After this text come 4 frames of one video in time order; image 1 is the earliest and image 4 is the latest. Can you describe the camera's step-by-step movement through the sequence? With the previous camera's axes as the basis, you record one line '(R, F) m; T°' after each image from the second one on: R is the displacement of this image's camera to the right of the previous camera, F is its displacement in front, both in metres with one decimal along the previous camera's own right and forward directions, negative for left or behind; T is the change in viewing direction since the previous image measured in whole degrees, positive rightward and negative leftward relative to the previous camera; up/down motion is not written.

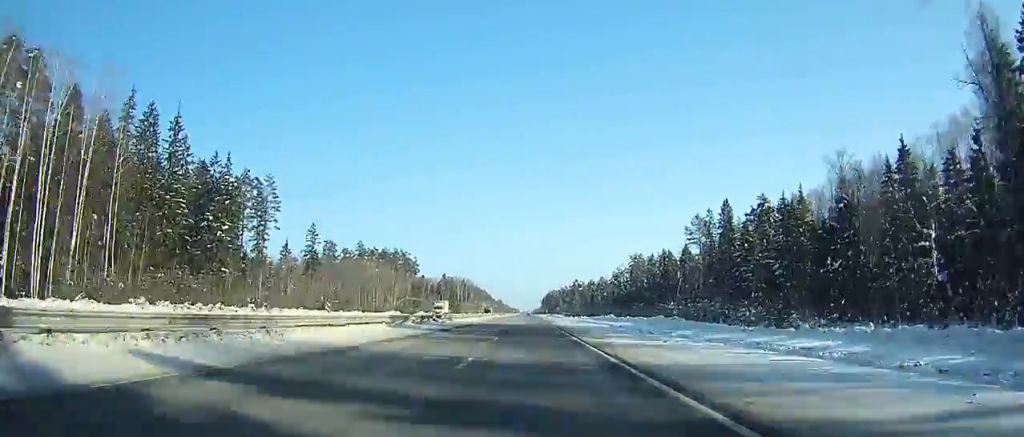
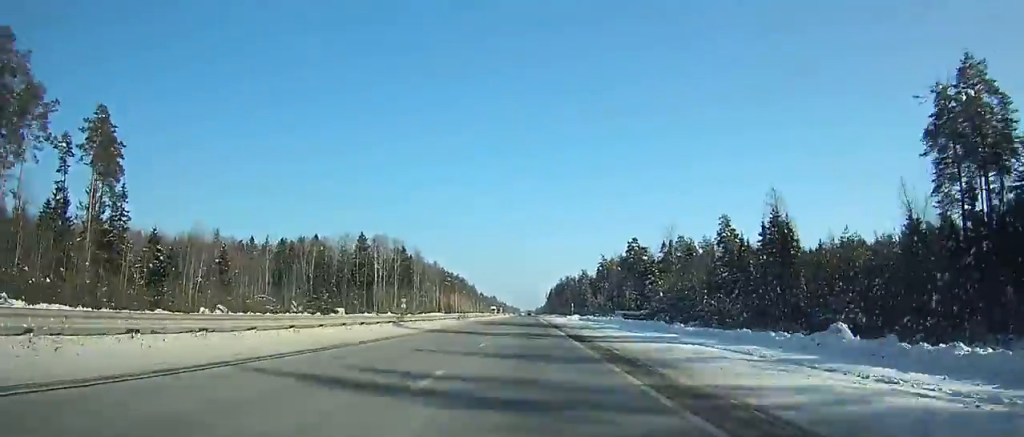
(-0.2, +217.6) m; 0°
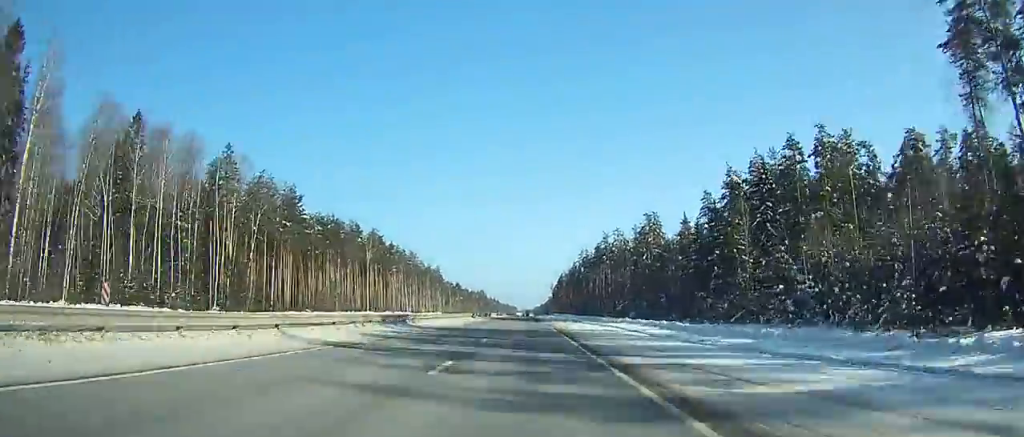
(-0.4, +190.0) m; 0°
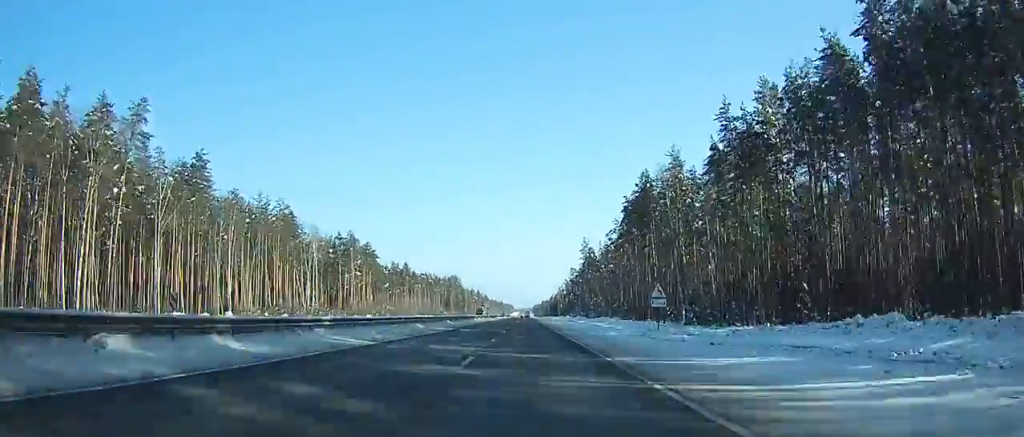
(+0.6, +251.1) m; 0°
